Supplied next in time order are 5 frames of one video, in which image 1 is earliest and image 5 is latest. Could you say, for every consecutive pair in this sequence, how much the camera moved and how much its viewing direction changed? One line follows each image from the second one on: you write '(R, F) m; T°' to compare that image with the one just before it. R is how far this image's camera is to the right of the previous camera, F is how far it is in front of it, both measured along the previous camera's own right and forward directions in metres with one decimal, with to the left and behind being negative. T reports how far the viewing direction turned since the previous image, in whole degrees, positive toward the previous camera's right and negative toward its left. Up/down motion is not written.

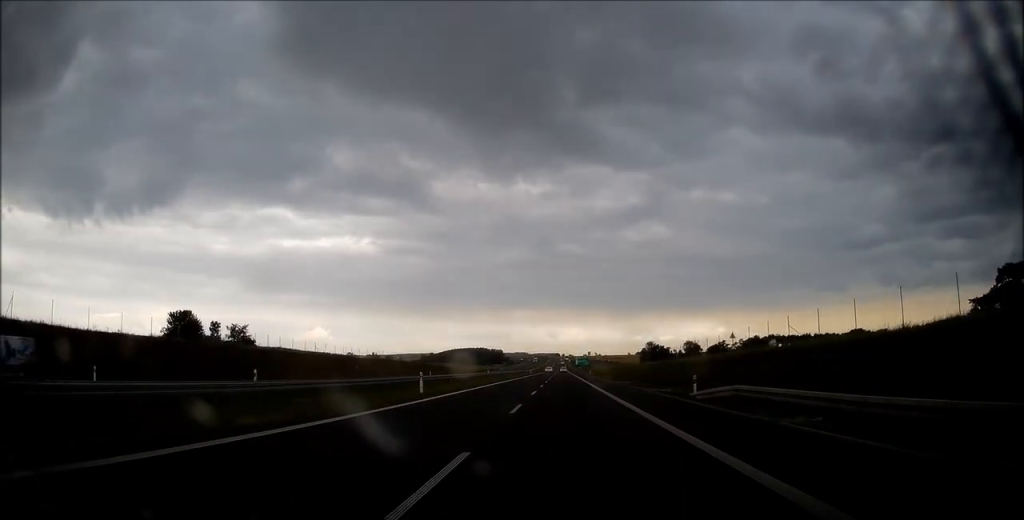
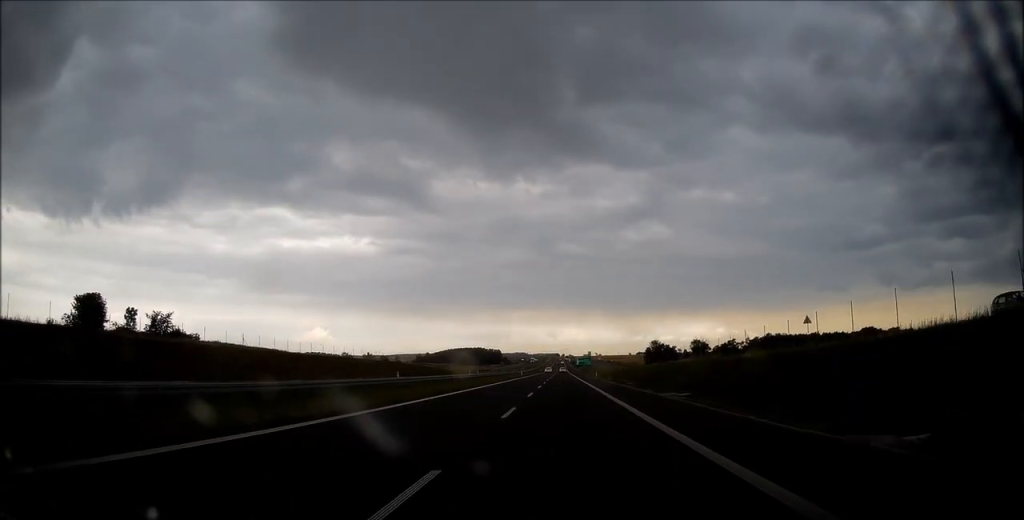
(-0.1, +25.5) m; 0°
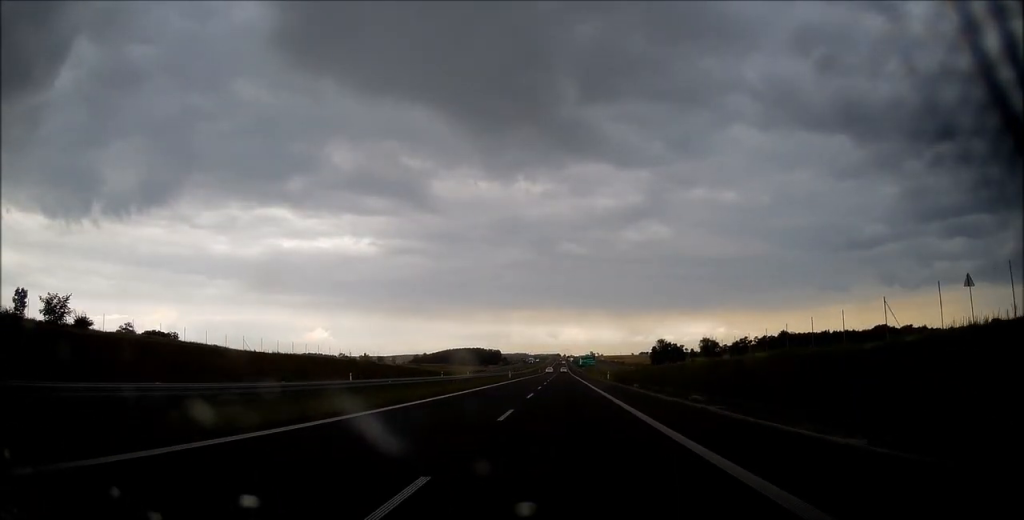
(+0.1, +23.3) m; 0°
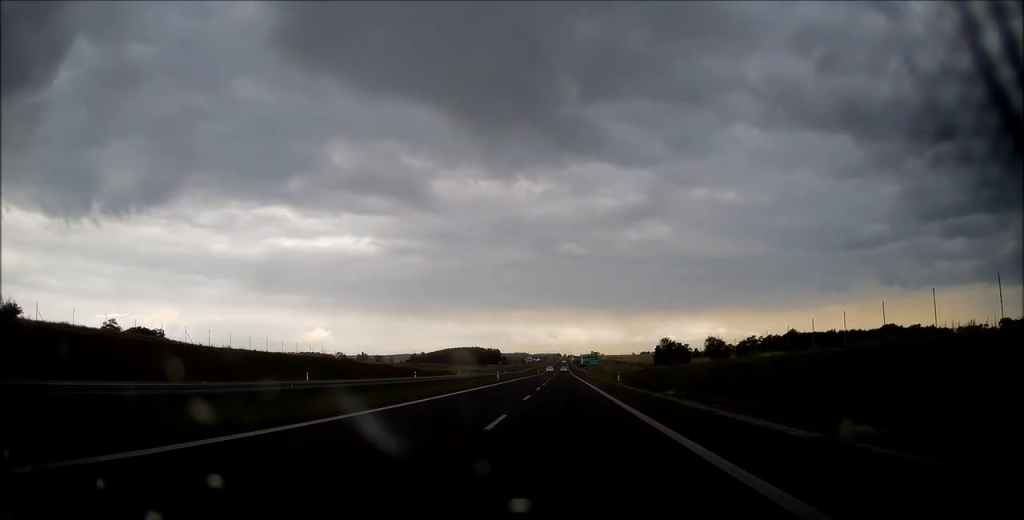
(0.0, +14.5) m; 0°
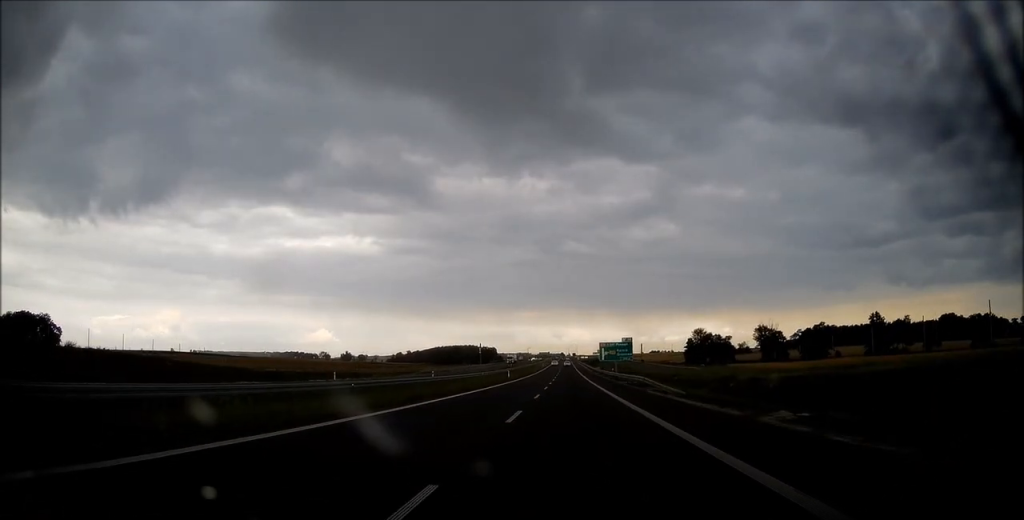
(-0.6, +93.7) m; 0°
